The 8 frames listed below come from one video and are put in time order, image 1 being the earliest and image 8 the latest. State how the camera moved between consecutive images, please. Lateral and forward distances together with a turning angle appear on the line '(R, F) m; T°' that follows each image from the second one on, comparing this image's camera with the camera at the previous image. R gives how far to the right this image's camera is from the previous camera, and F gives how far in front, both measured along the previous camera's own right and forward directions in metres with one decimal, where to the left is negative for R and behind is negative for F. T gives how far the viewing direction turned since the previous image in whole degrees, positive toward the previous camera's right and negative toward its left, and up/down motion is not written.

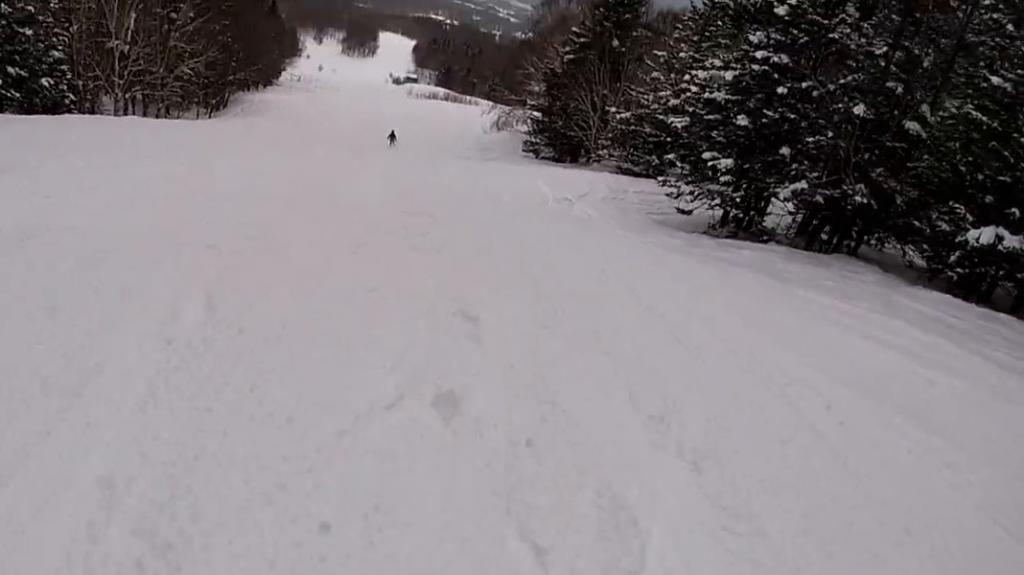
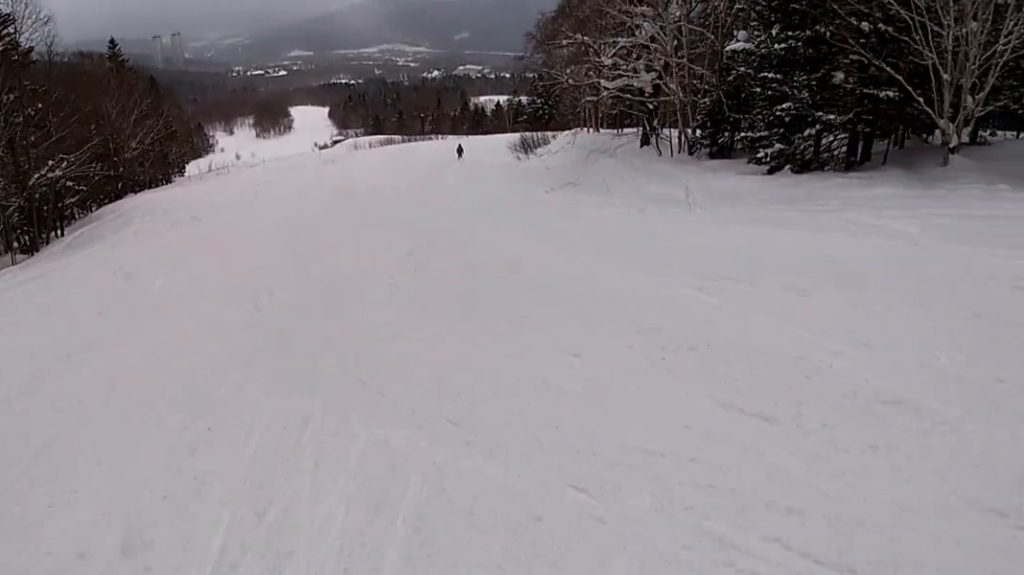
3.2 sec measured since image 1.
(+2.7, +40.3) m; +11°
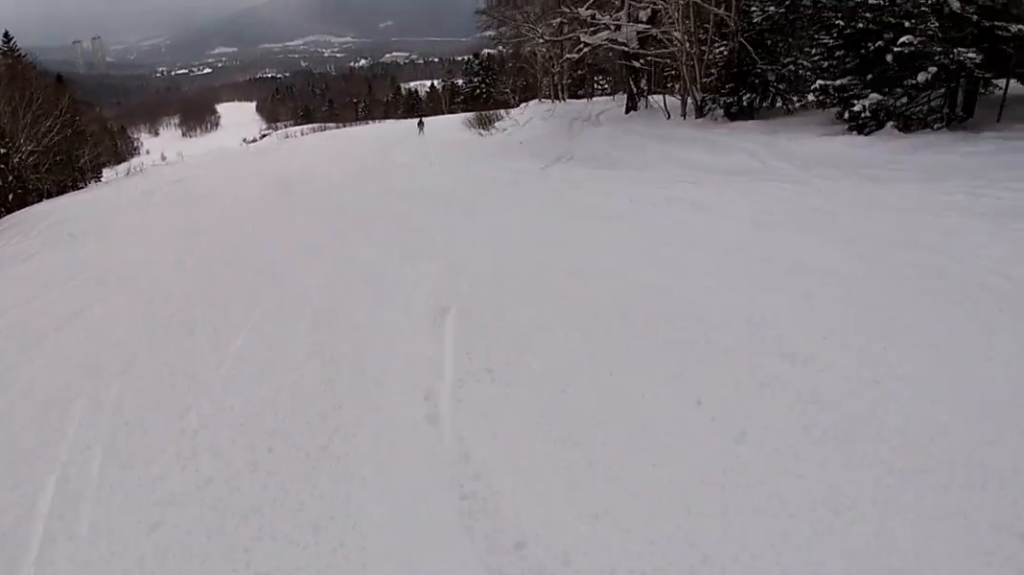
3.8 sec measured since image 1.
(-0.1, +8.4) m; +3°
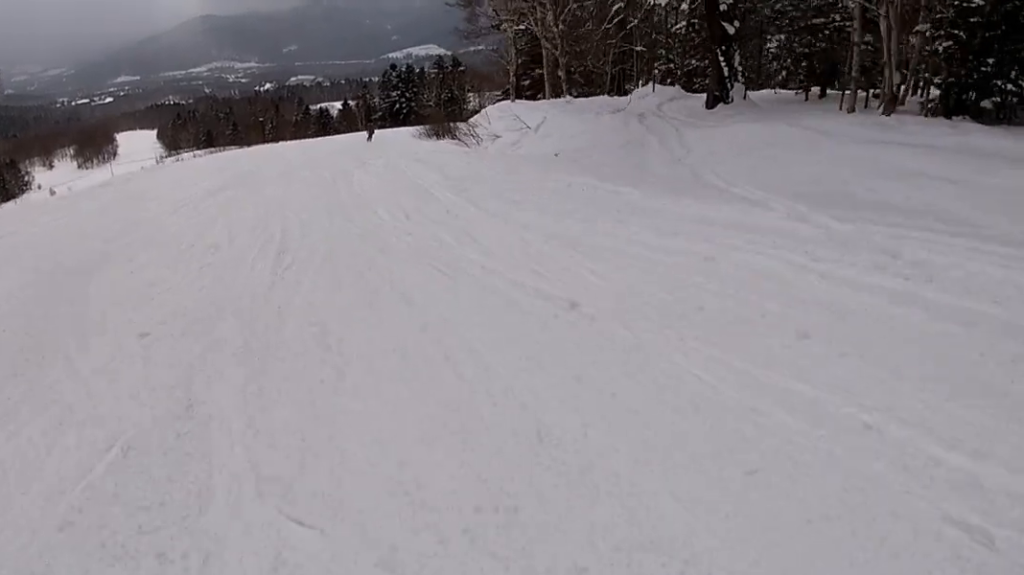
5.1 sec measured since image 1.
(+1.3, +18.0) m; +10°
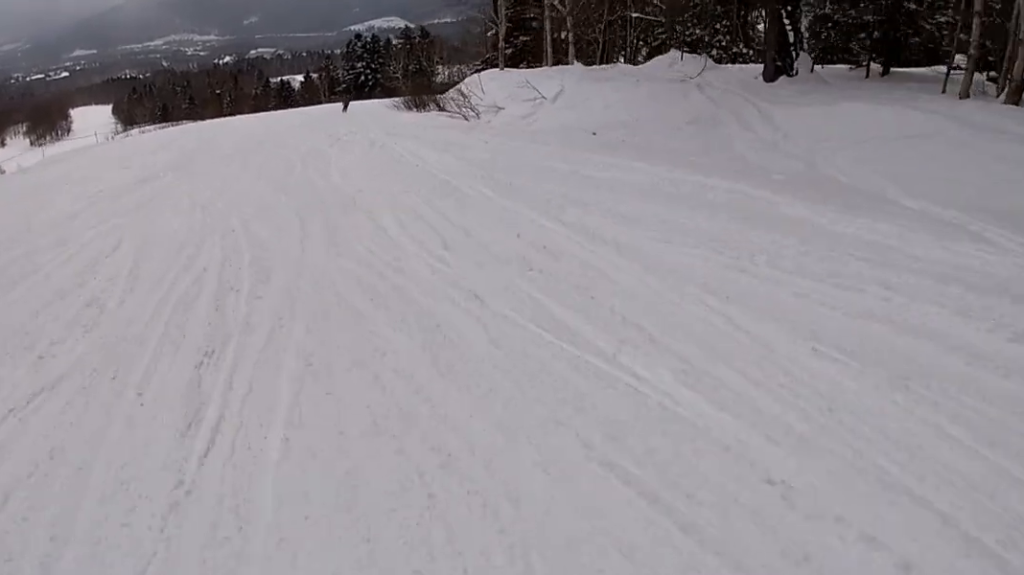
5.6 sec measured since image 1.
(+0.4, +5.6) m; +1°
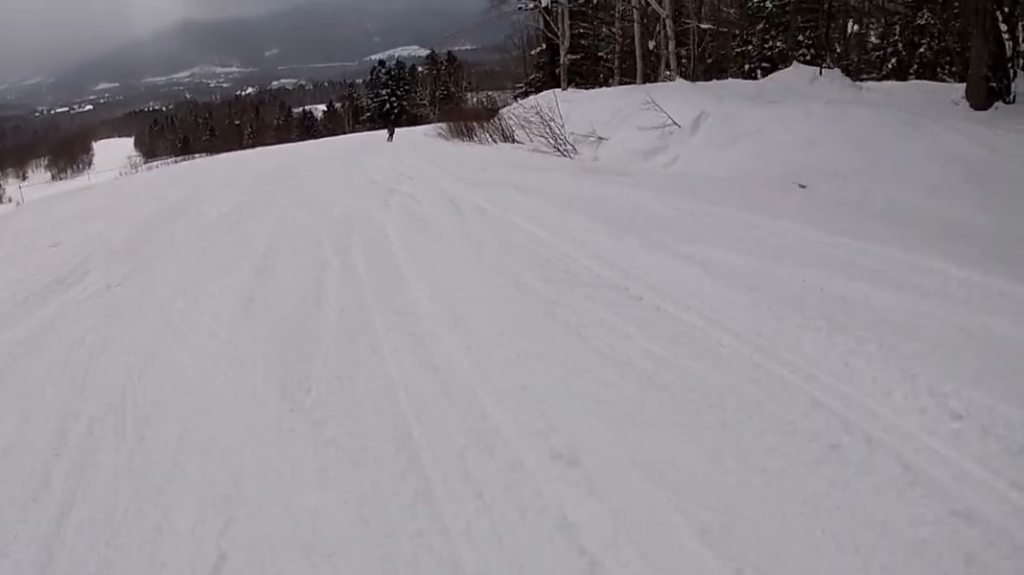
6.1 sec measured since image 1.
(+0.5, +7.4) m; +1°
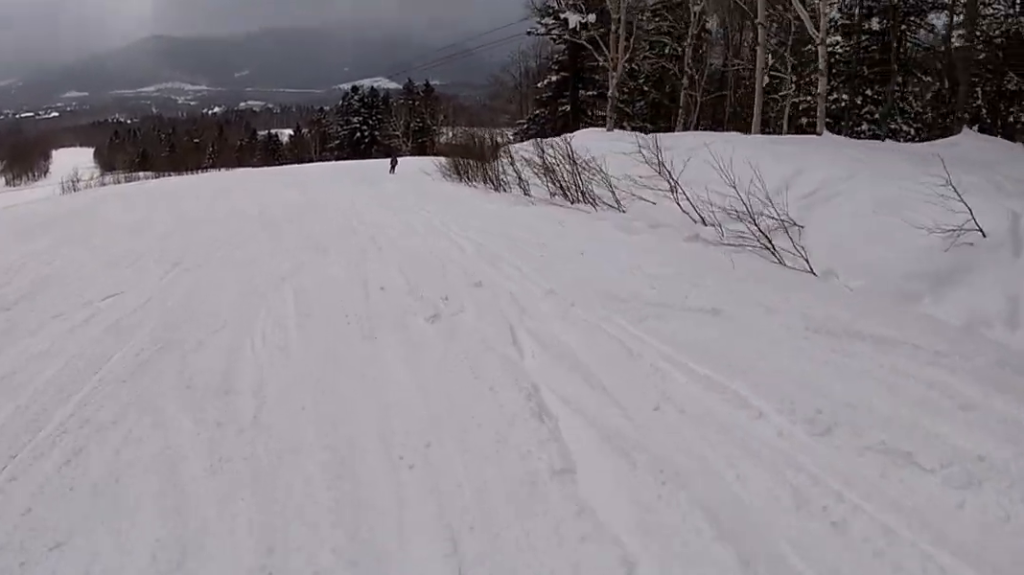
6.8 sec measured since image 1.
(-0.4, +9.5) m; 0°
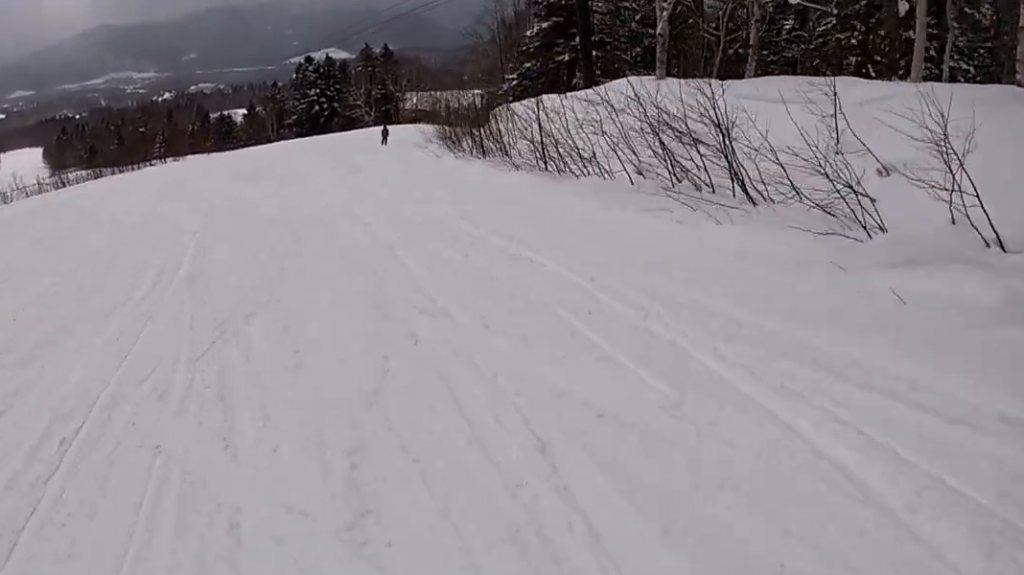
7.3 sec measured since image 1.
(0.0, +7.1) m; +2°
